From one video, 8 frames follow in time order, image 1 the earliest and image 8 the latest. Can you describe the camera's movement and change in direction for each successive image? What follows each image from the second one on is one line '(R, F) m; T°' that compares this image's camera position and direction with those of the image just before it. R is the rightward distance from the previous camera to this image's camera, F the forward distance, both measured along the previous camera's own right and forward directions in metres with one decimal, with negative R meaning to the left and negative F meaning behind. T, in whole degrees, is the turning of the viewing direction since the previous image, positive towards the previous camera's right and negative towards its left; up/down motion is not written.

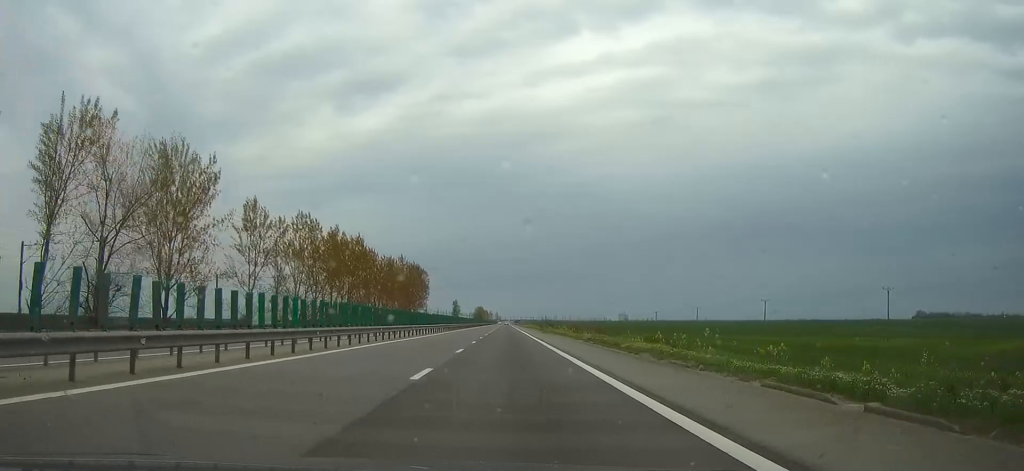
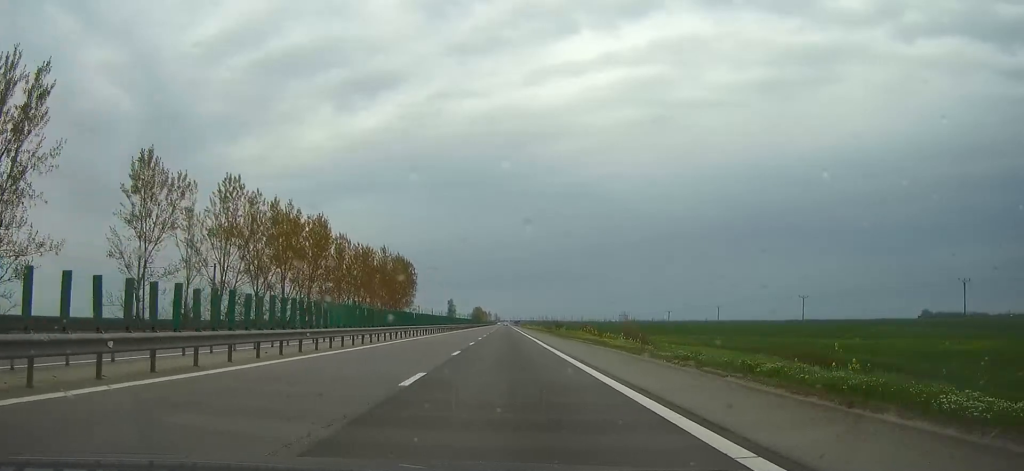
(0.0, +27.7) m; 0°
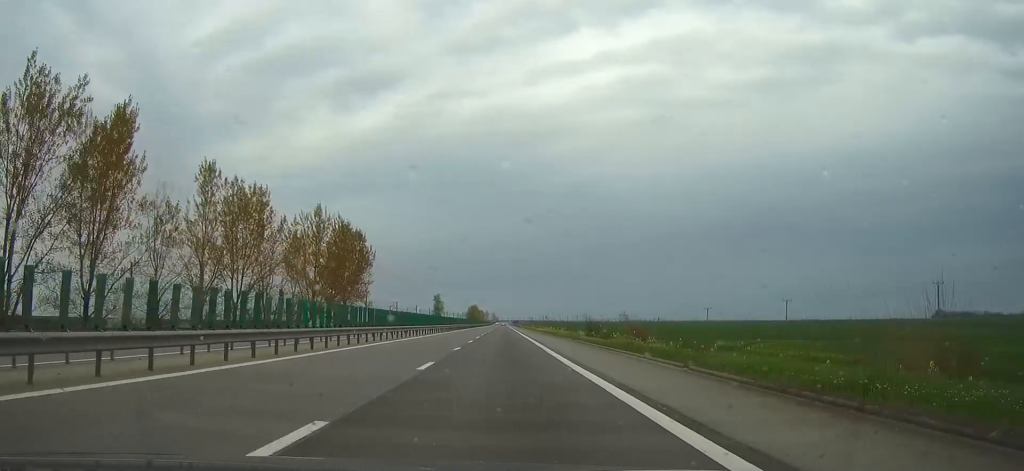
(0.0, +64.5) m; 0°
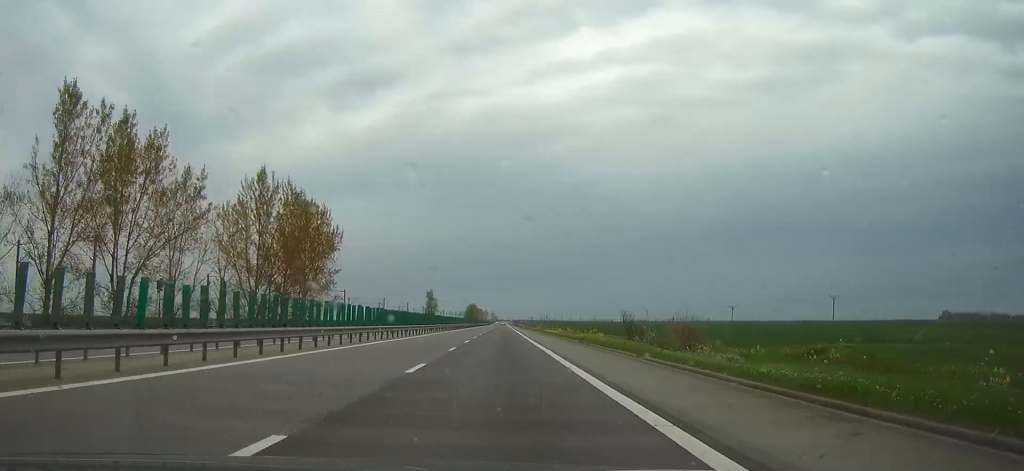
(0.0, +28.2) m; 0°
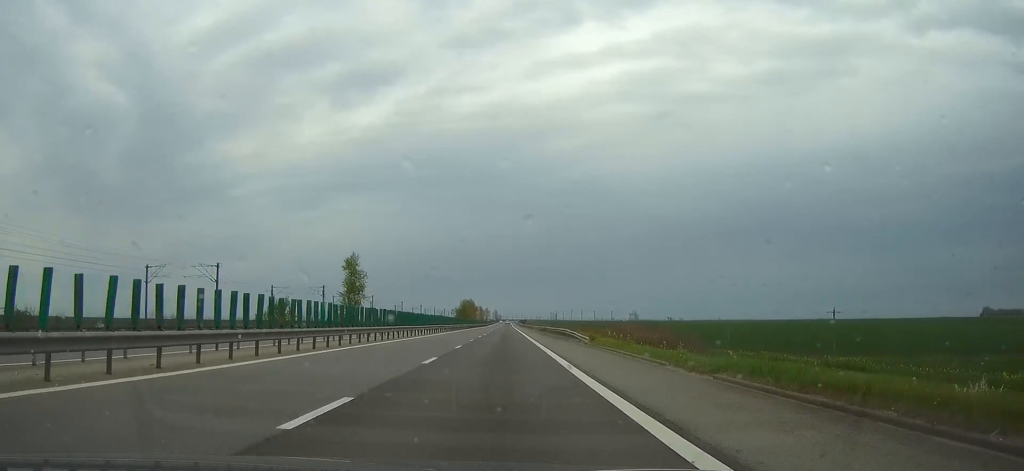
(-0.2, +133.9) m; 0°
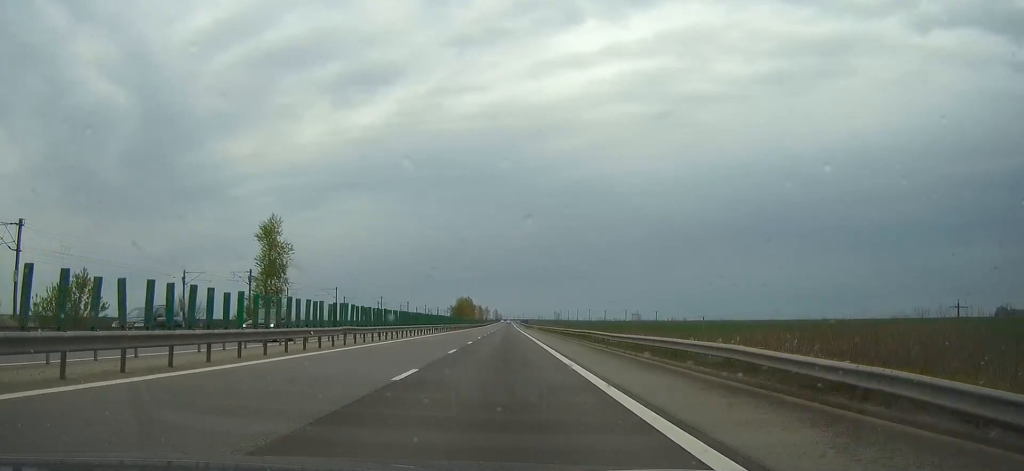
(0.0, +41.5) m; 0°
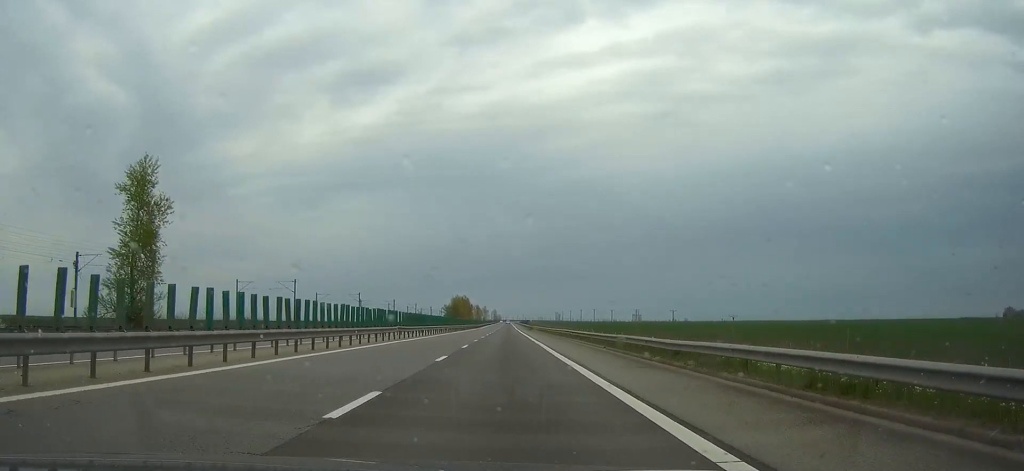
(0.0, +29.0) m; 0°
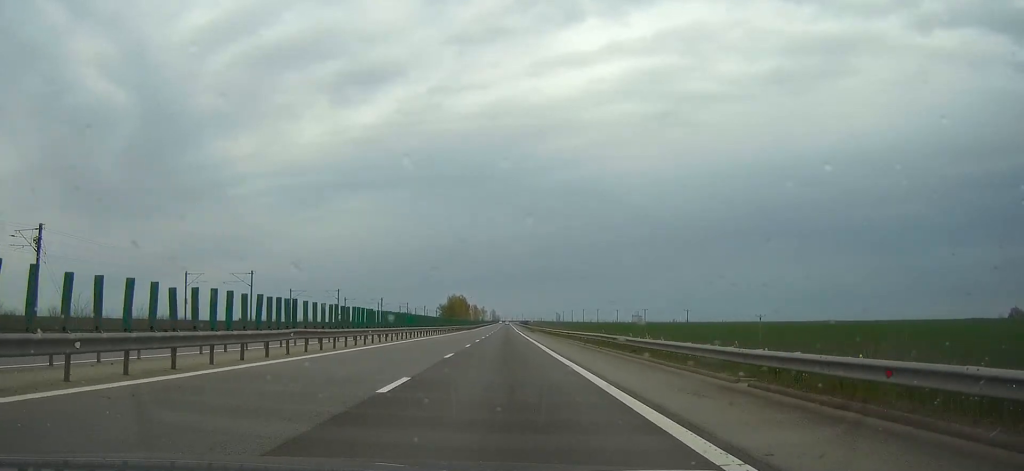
(0.0, +20.7) m; 0°
